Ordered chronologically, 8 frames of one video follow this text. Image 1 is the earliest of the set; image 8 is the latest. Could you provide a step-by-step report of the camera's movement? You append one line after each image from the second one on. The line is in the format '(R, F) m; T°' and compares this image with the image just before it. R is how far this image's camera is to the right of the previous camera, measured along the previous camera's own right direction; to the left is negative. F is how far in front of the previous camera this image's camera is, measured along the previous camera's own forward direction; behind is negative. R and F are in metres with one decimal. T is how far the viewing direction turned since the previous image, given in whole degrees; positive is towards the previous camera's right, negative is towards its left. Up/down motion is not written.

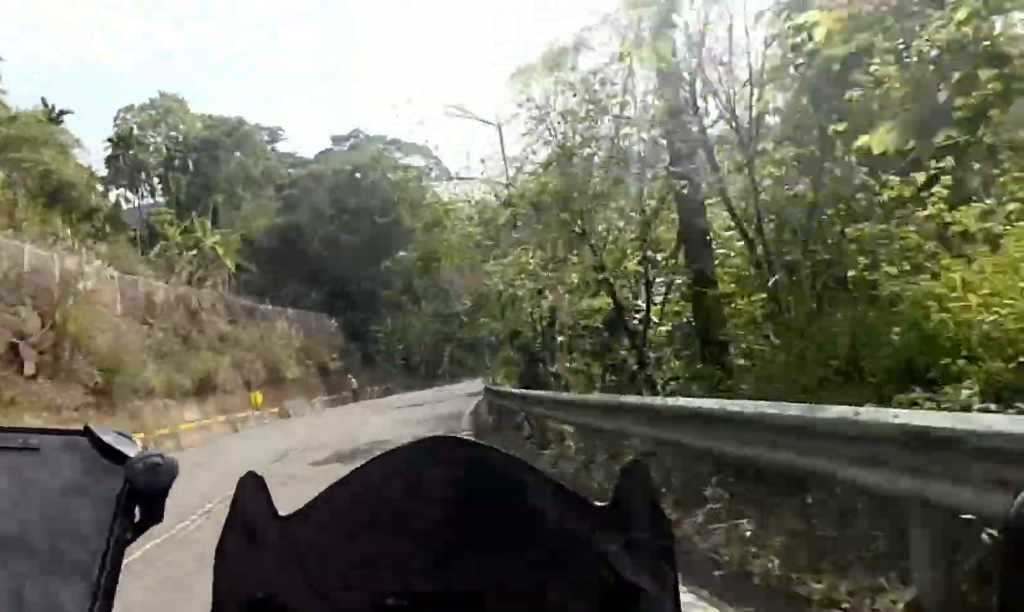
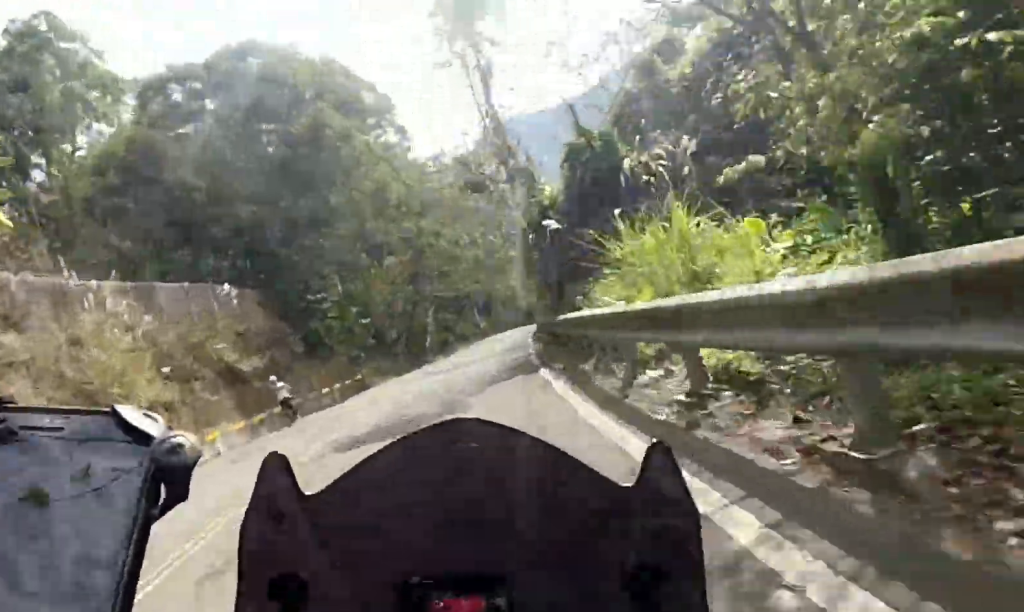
(-2.6, +14.6) m; +4°
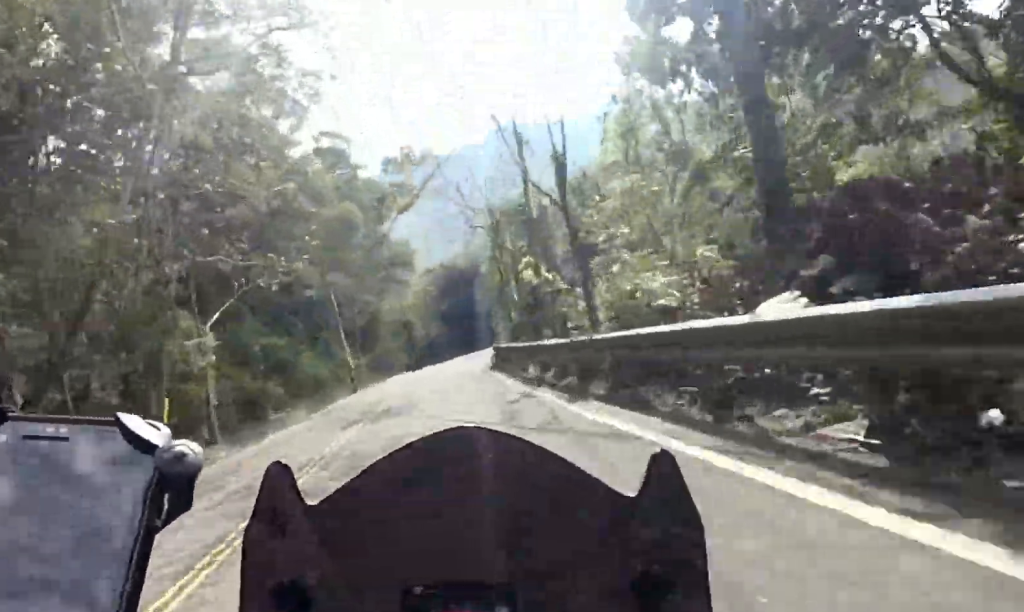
(+0.8, +25.3) m; -8°
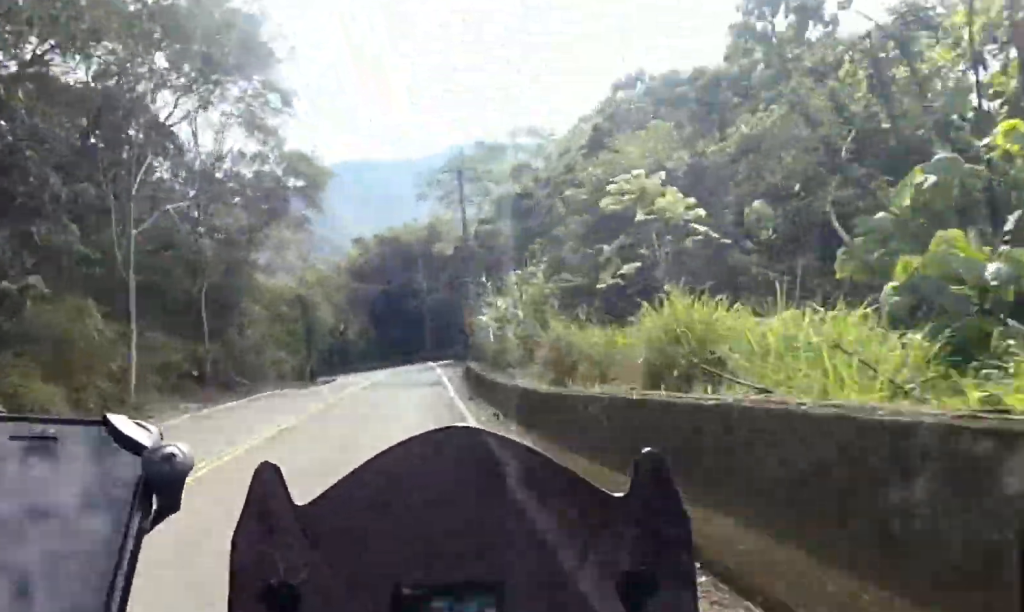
(-1.0, +31.4) m; +2°
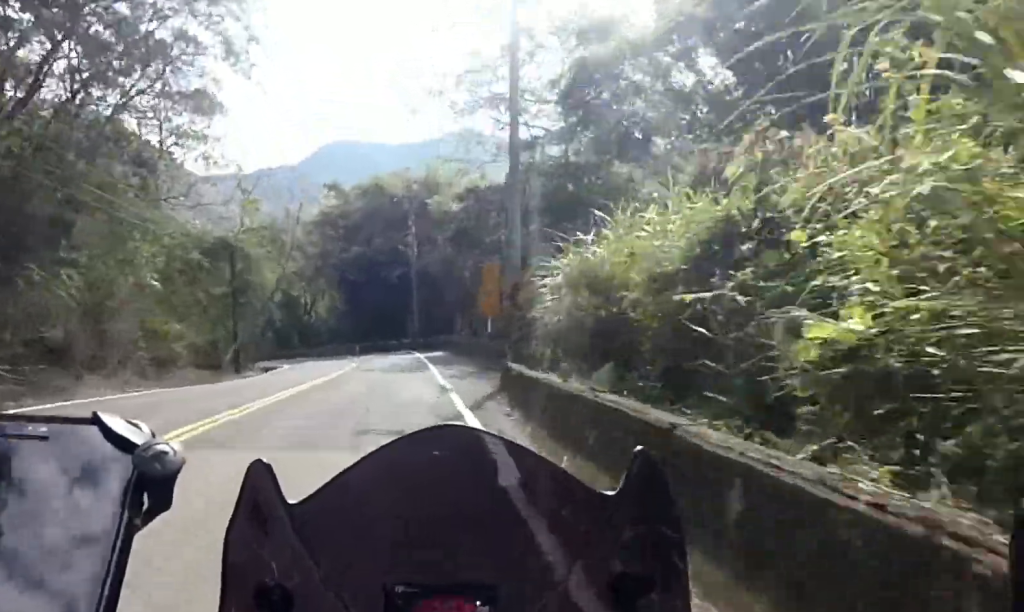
(+0.7, +16.2) m; +2°
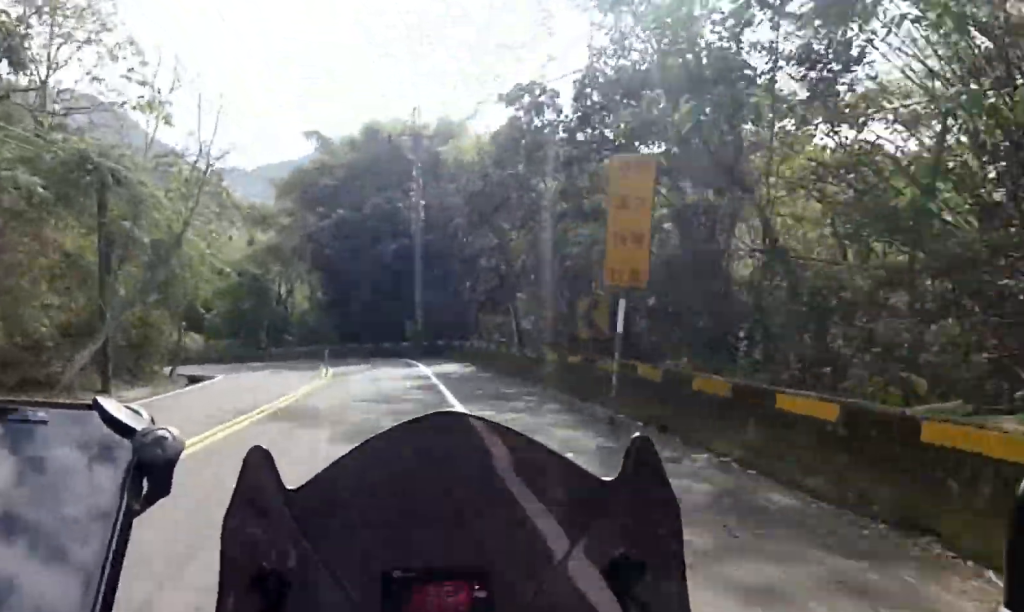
(+0.1, +15.1) m; 0°
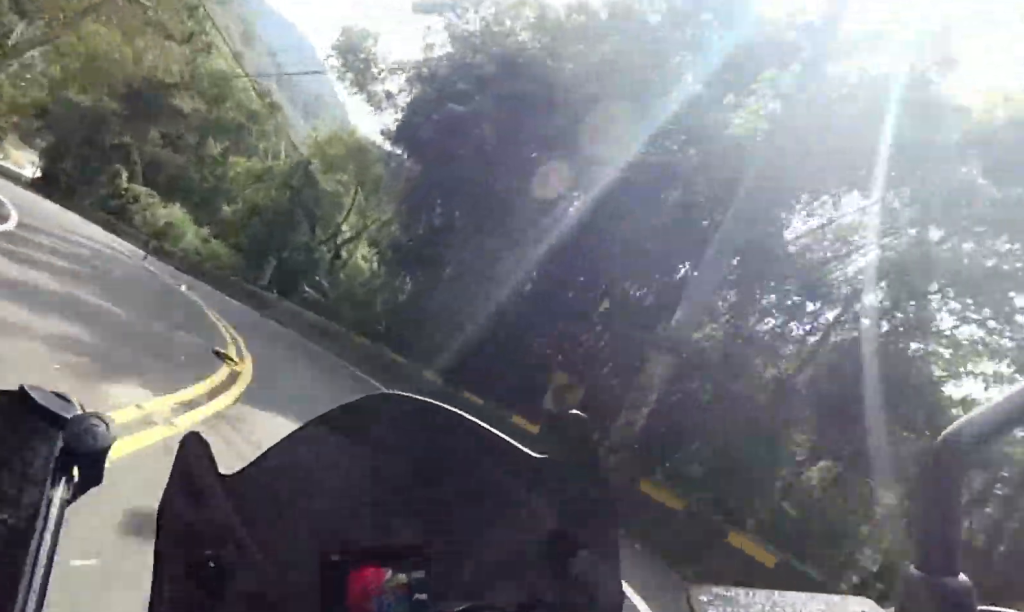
(0.0, +24.5) m; -8°
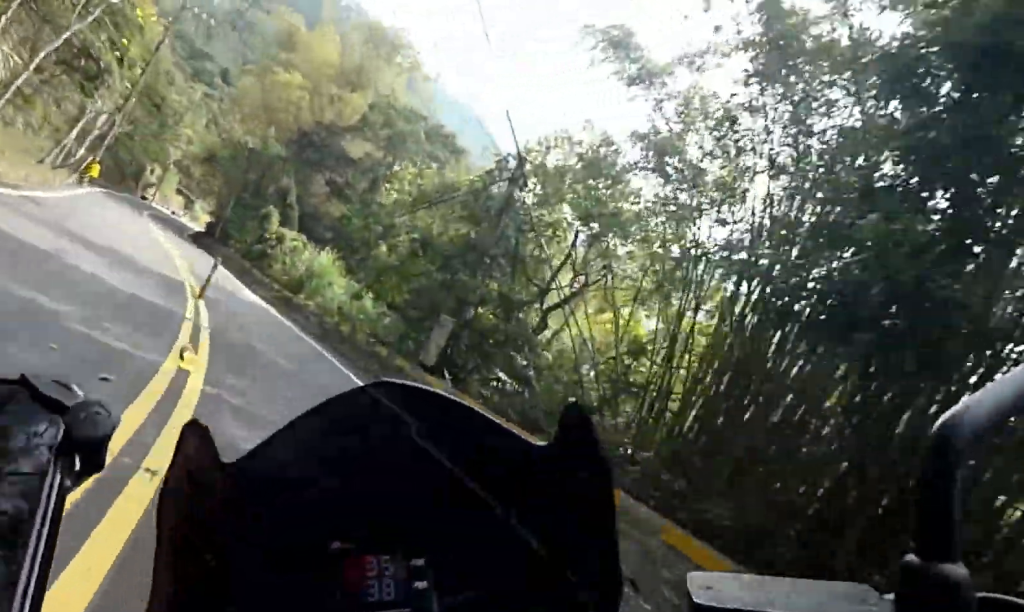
(-1.9, +12.9) m; -14°
